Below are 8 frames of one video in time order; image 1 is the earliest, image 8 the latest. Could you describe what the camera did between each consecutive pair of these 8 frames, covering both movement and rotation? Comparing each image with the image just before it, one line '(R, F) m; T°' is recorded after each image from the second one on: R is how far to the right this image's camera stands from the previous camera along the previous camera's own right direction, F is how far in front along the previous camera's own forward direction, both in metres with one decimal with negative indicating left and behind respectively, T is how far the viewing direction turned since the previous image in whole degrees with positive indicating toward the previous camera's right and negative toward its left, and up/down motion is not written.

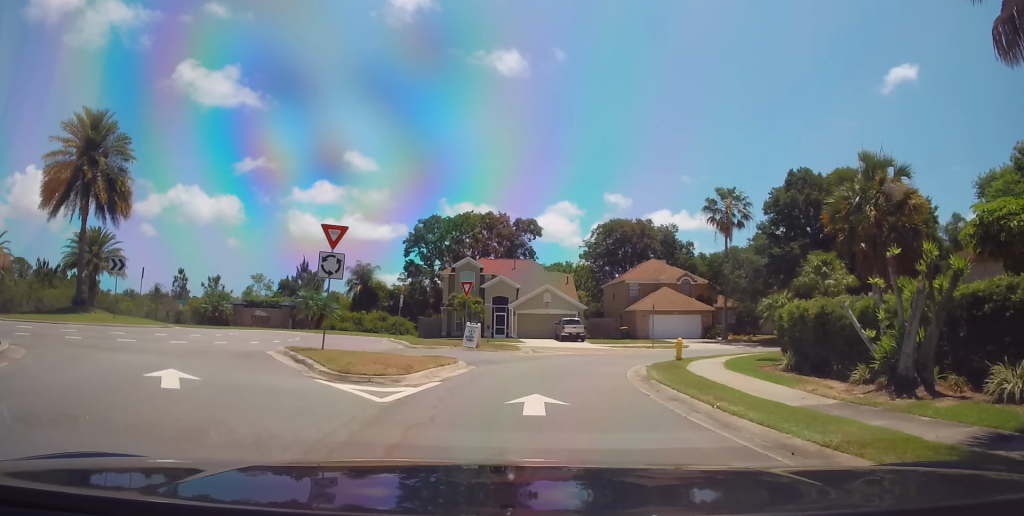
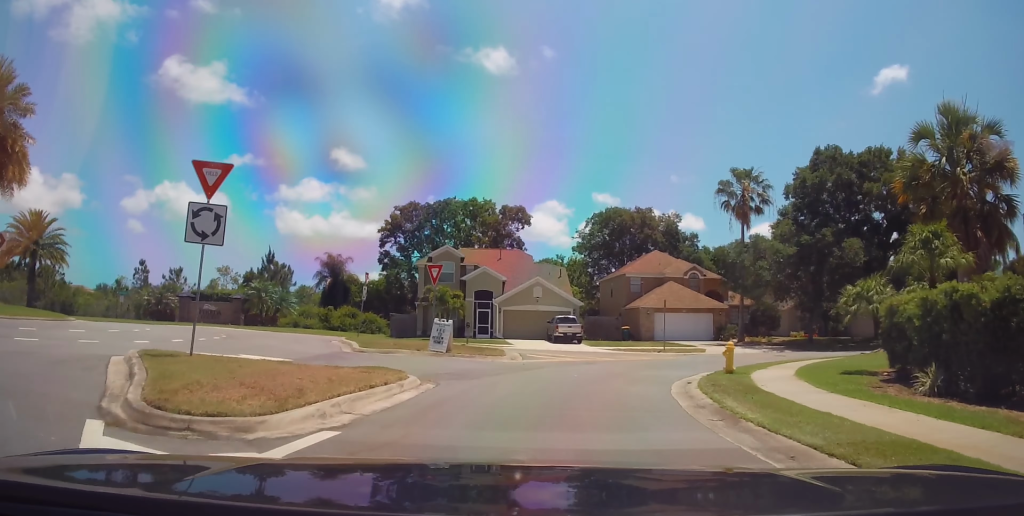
(+0.4, +7.2) m; 0°
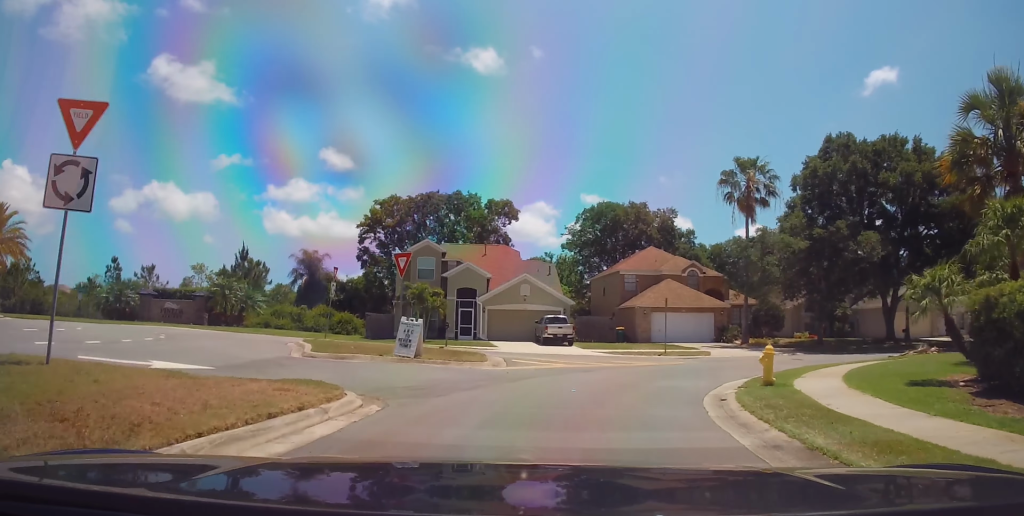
(+0.1, +3.8) m; +1°
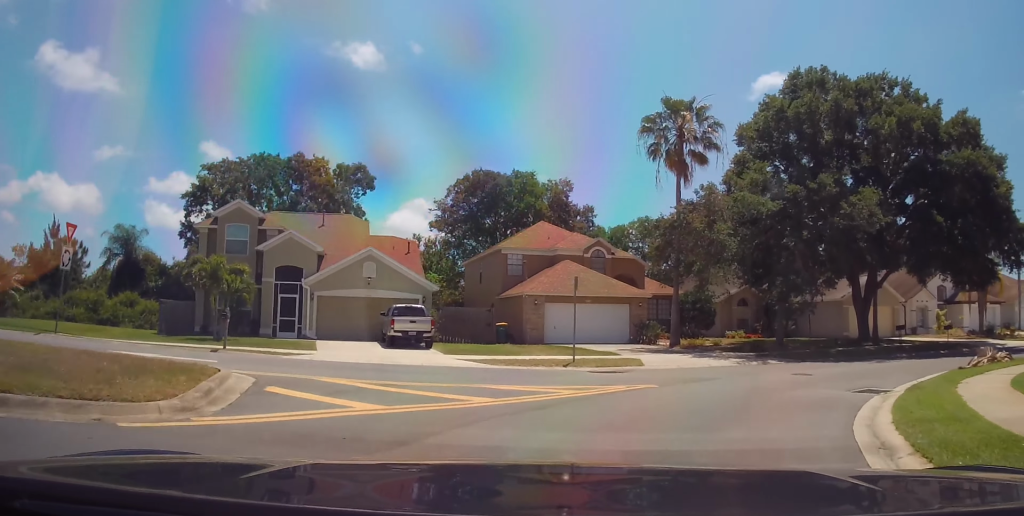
(+0.6, +13.1) m; +16°
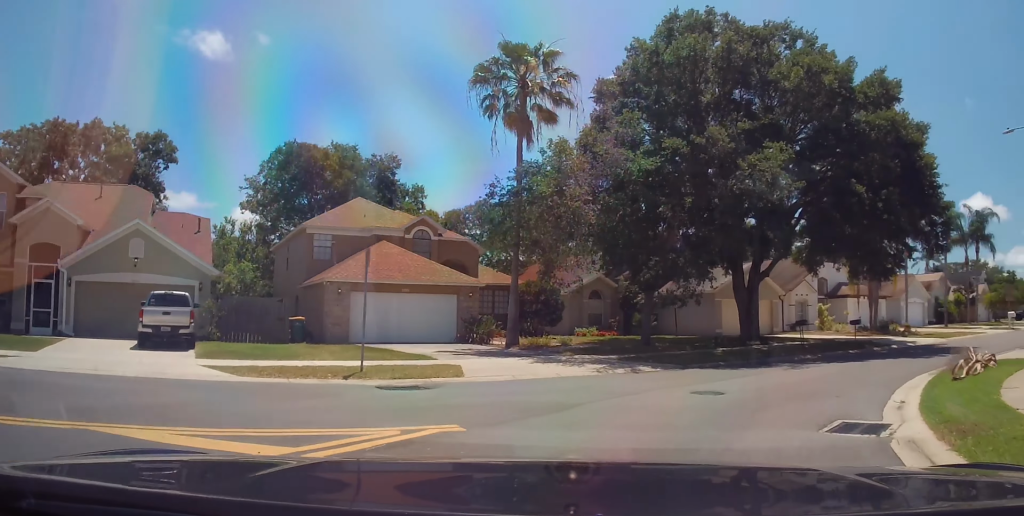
(+1.0, +6.6) m; +15°
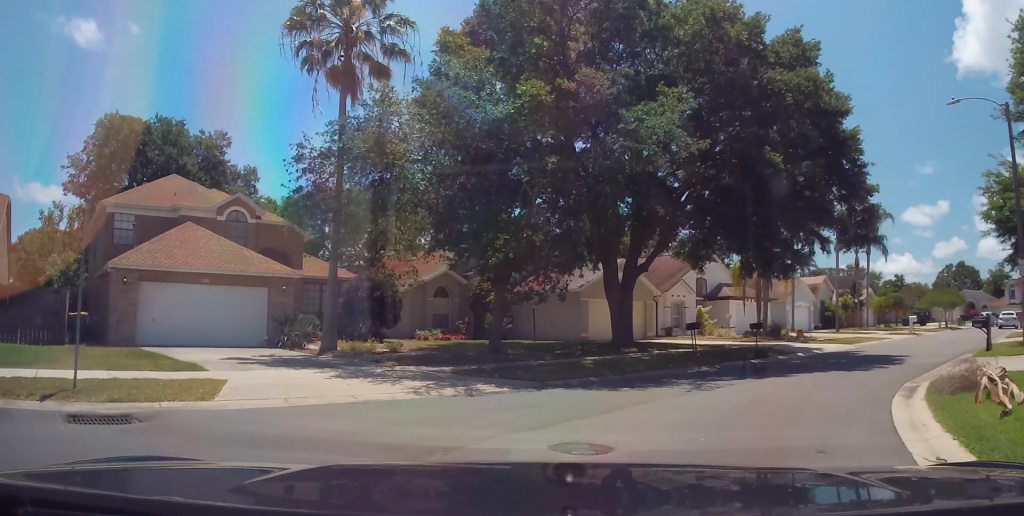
(+0.5, +5.2) m; +11°
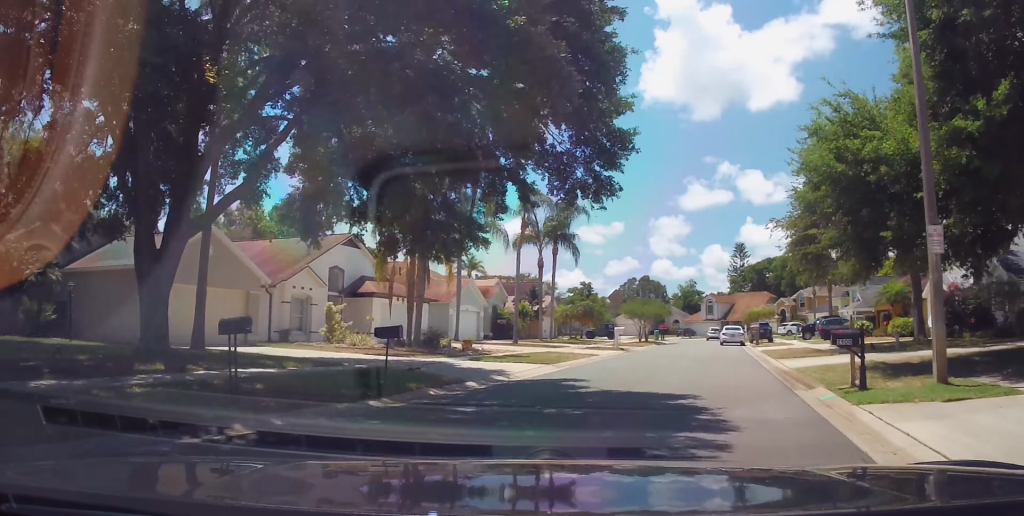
(+2.2, +10.9) m; +28°
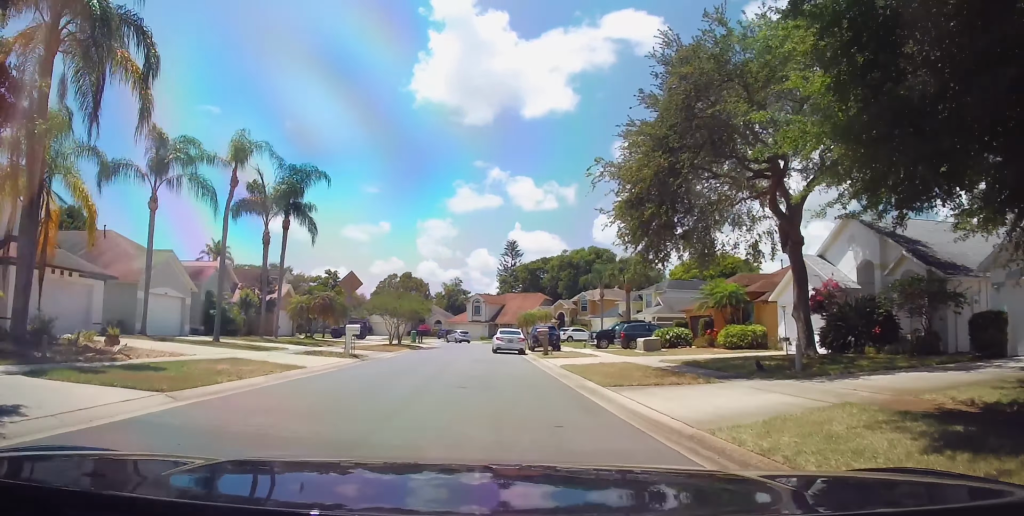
(+2.4, +10.5) m; +14°
